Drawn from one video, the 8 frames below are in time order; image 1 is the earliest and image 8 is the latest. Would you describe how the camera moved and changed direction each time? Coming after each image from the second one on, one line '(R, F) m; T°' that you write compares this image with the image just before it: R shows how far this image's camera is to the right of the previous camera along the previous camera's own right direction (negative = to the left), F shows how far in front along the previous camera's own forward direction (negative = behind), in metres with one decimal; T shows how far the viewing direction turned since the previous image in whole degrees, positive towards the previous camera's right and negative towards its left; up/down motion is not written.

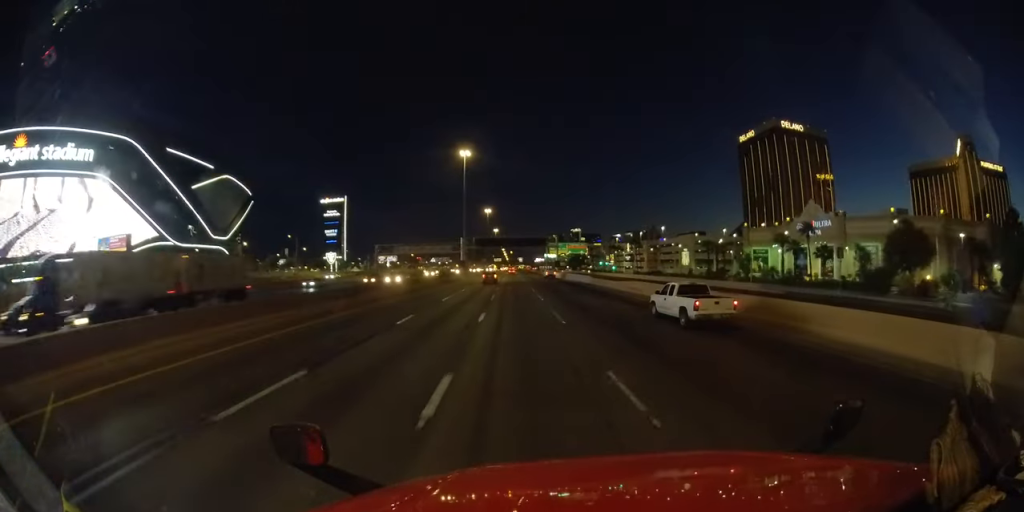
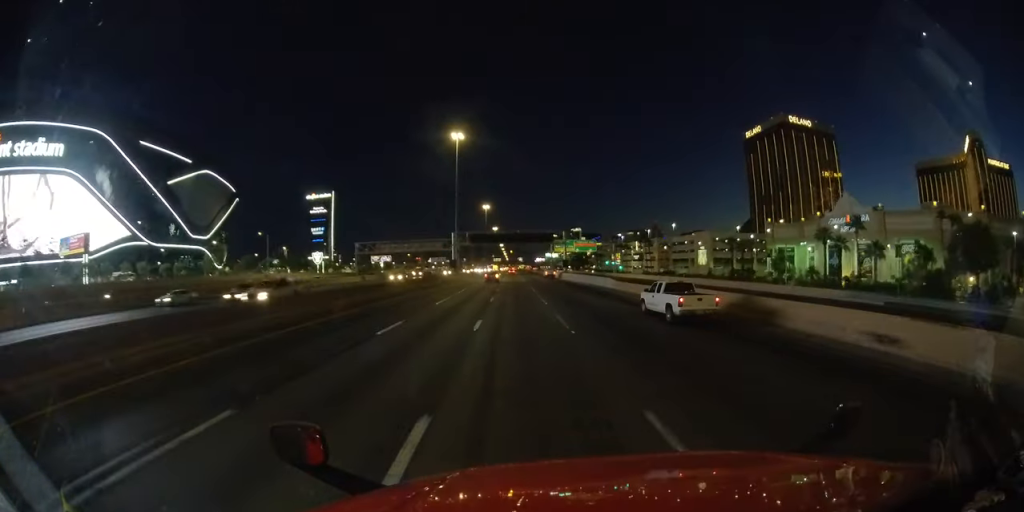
(0.0, +14.9) m; 0°
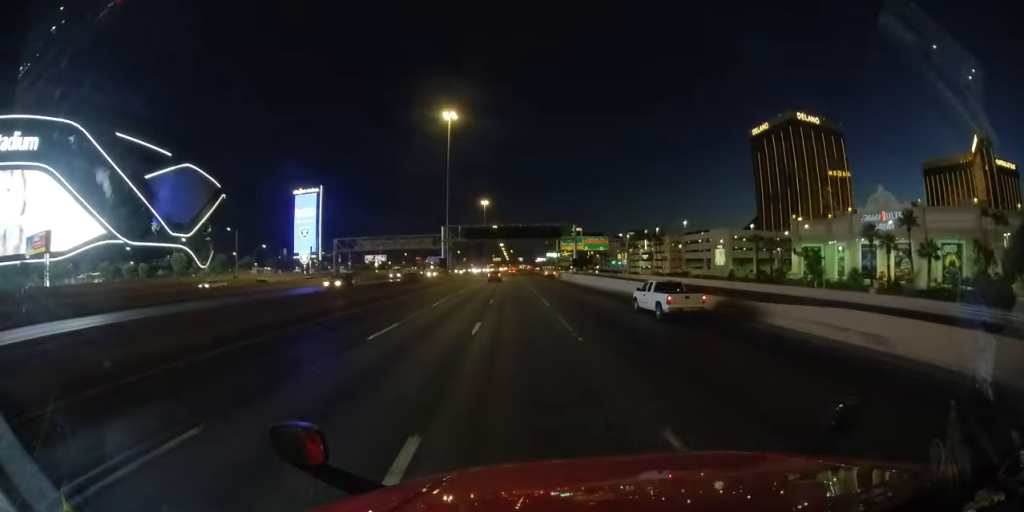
(0.0, +13.0) m; 0°
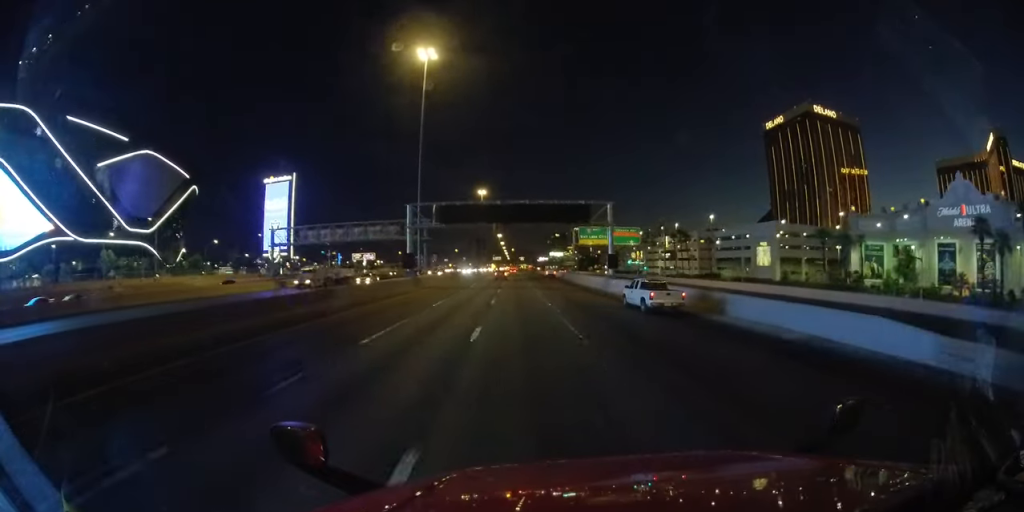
(0.0, +25.2) m; 0°
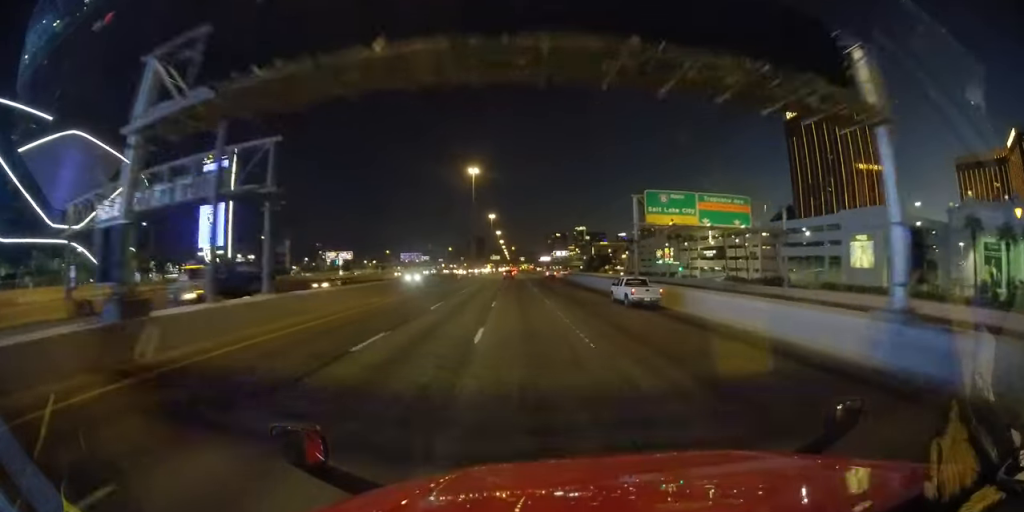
(0.0, +38.2) m; 0°
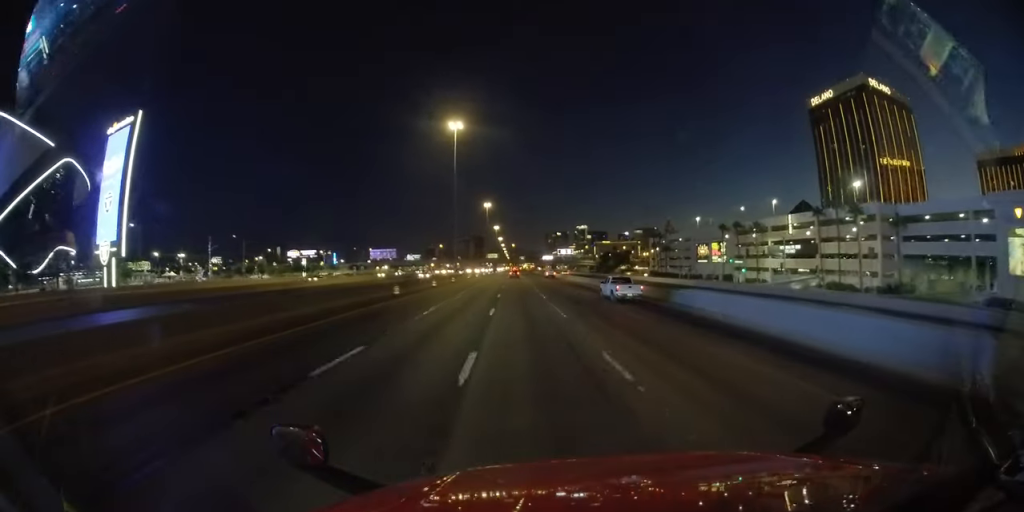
(+0.5, +41.9) m; +1°
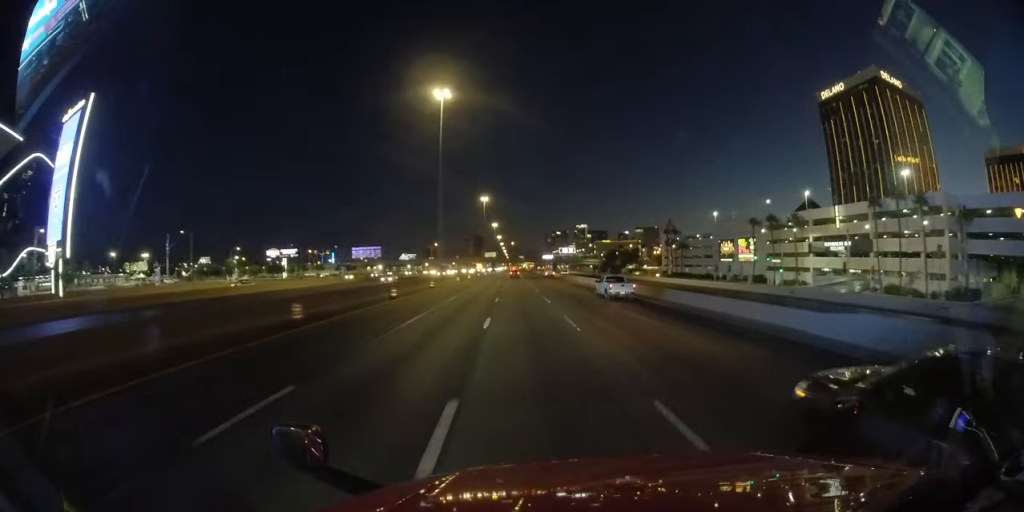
(+0.2, +16.7) m; 0°
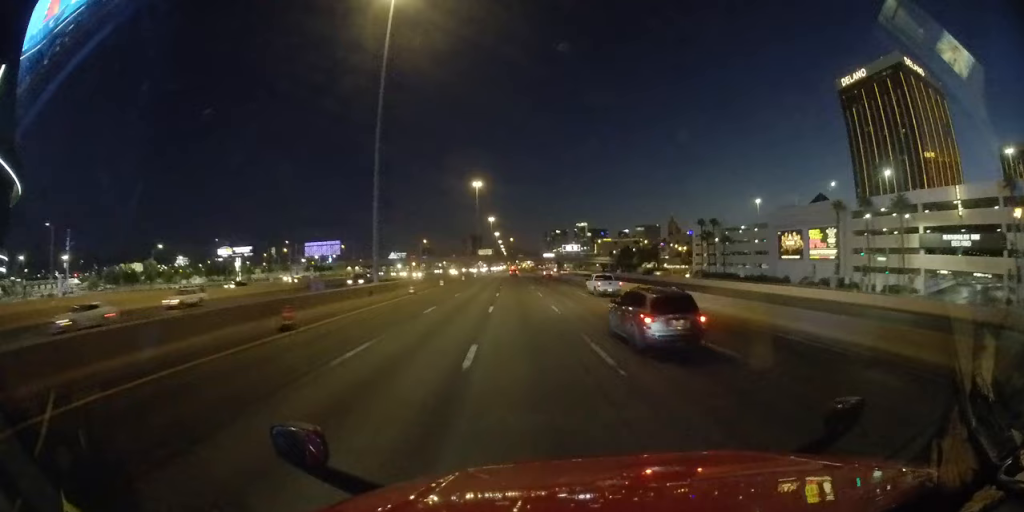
(-0.4, +31.1) m; -1°
